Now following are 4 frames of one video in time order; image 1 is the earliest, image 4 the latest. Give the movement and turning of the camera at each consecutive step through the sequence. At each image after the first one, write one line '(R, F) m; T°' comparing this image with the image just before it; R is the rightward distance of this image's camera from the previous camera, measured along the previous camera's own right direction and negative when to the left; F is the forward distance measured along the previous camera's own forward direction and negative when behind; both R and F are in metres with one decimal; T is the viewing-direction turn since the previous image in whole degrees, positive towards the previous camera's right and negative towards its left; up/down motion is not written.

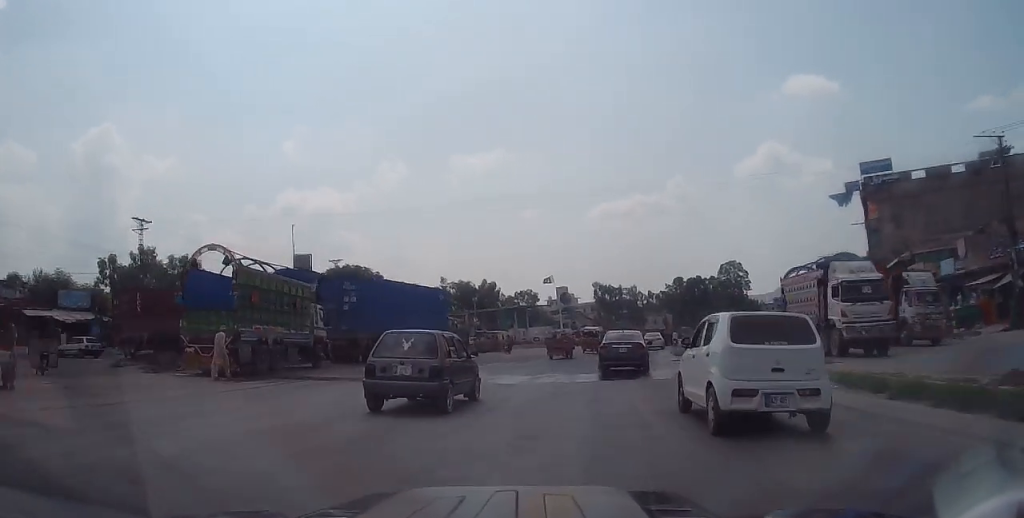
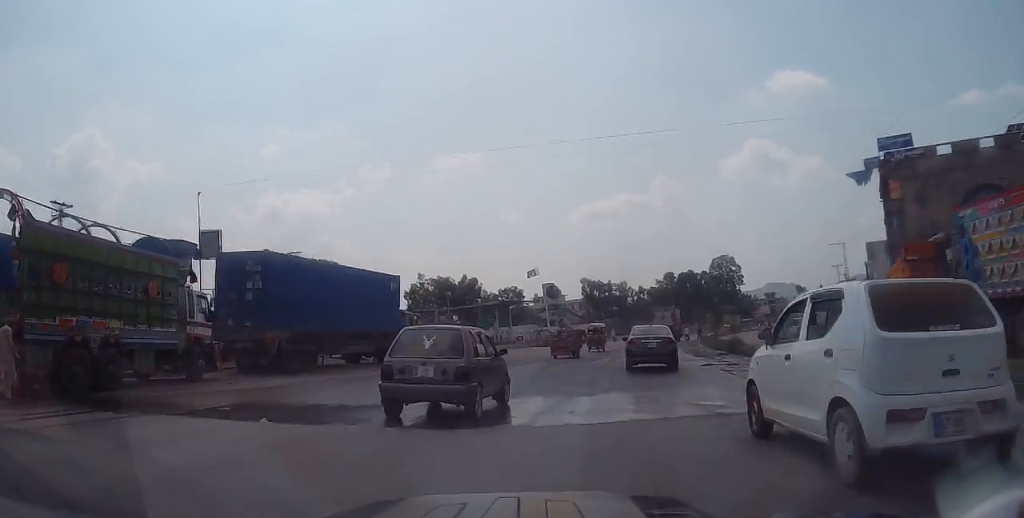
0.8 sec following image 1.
(0.0, +9.4) m; +2°
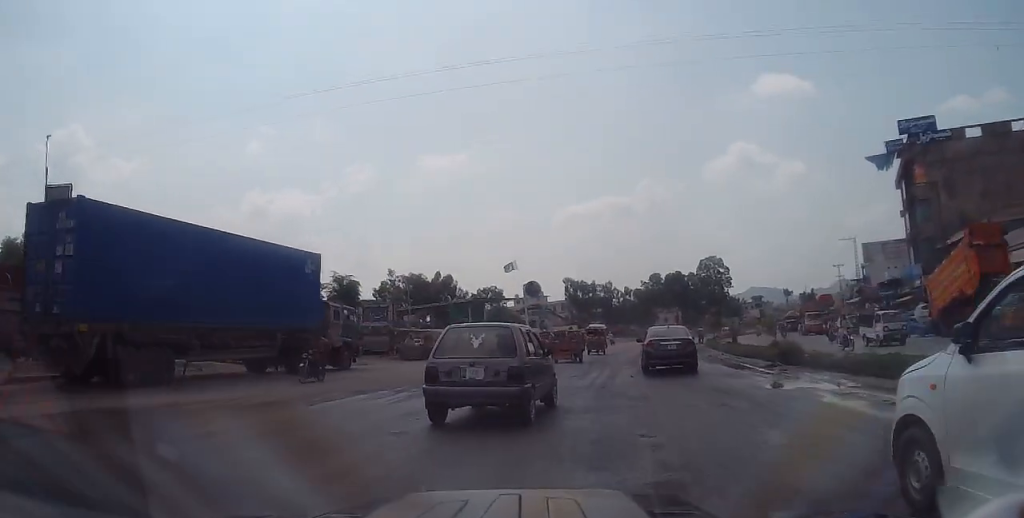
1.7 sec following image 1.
(+0.2, +9.5) m; +3°
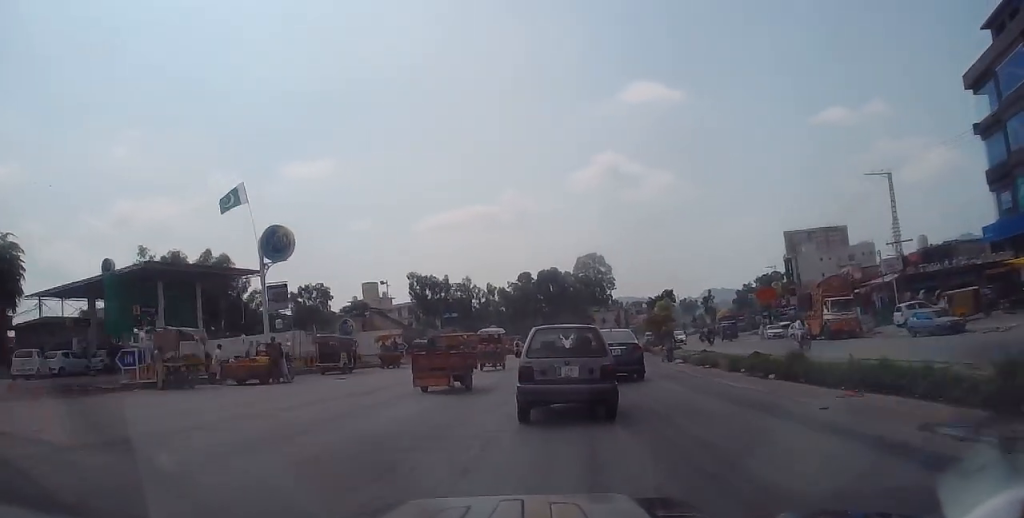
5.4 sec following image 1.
(+4.1, +40.2) m; +11°
